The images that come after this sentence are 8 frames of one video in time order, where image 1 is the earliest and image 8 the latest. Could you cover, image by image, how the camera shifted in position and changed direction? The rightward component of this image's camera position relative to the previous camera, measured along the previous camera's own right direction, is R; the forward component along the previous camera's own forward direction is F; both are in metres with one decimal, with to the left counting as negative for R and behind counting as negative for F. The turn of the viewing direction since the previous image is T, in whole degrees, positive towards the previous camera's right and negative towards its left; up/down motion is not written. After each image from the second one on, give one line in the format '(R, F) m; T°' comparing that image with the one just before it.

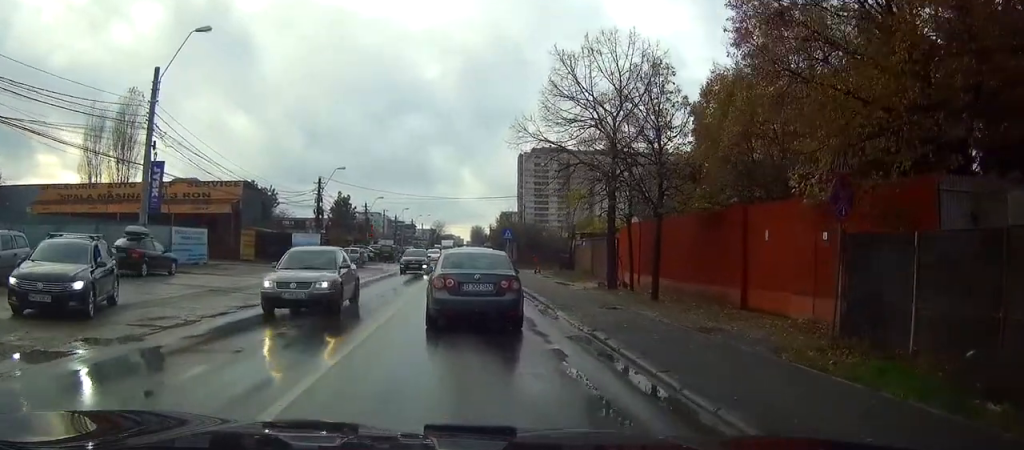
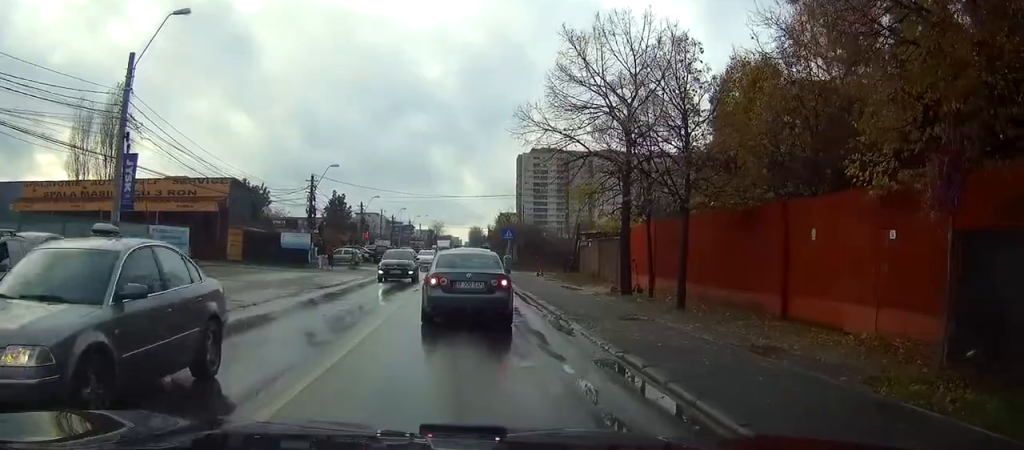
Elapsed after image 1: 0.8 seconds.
(0.0, +2.7) m; 0°
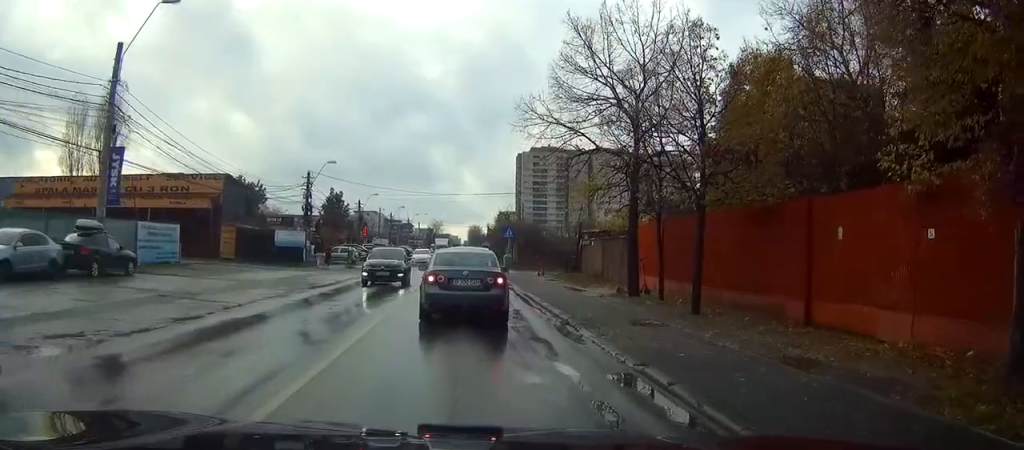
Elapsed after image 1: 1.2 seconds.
(0.0, +1.3) m; 0°
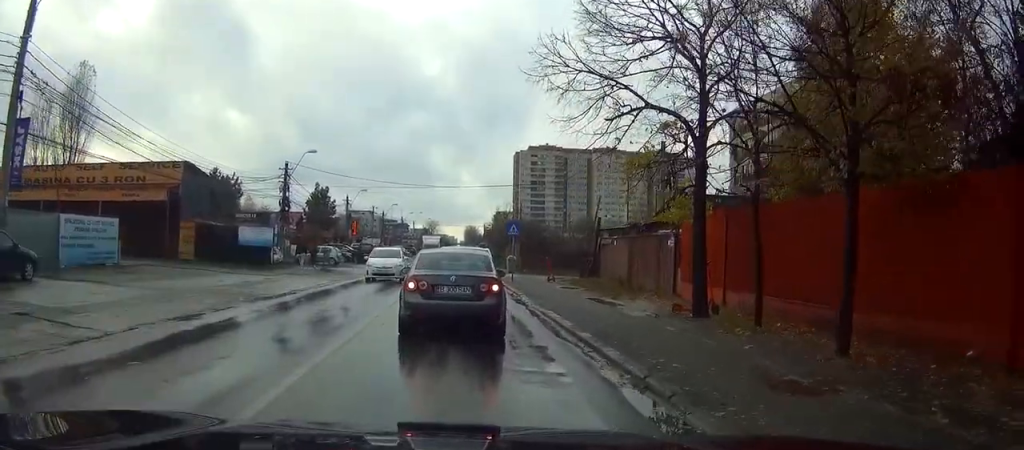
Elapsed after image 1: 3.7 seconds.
(-0.2, +7.0) m; +1°
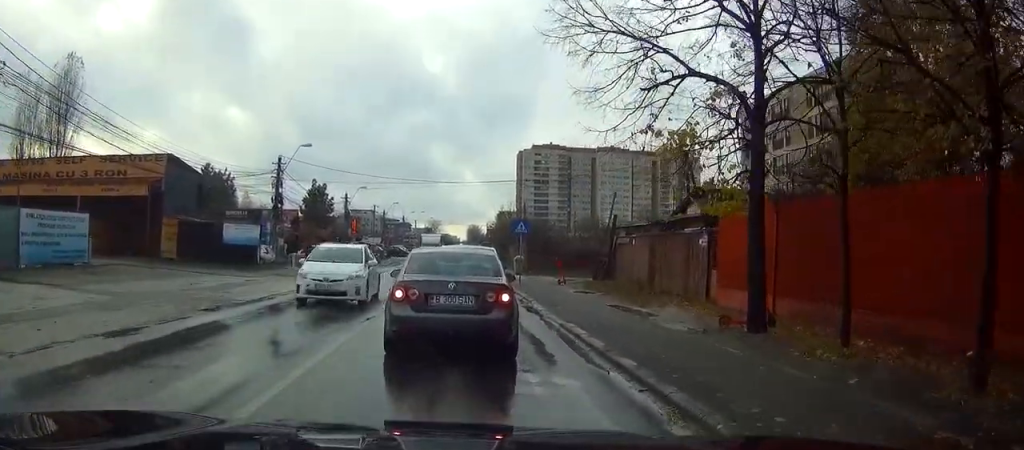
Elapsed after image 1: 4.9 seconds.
(+0.2, +3.0) m; +5°
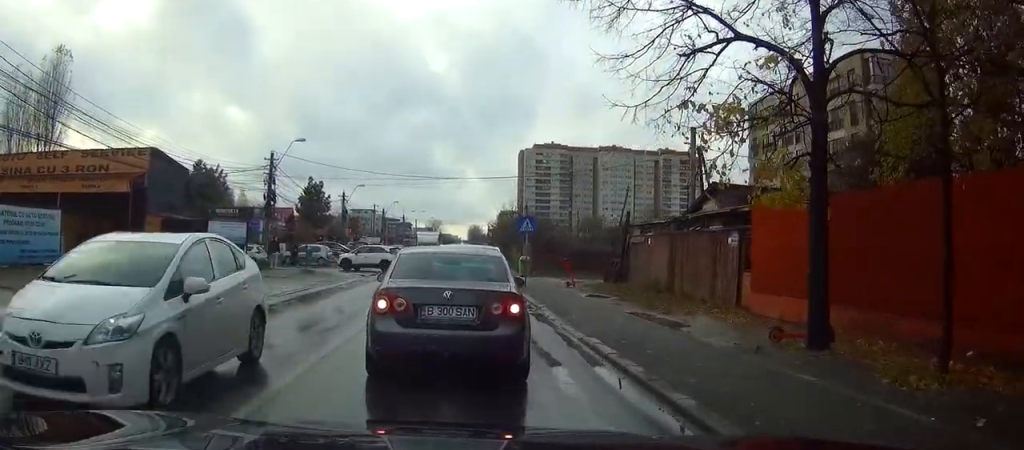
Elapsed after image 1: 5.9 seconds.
(0.0, +2.5) m; -4°
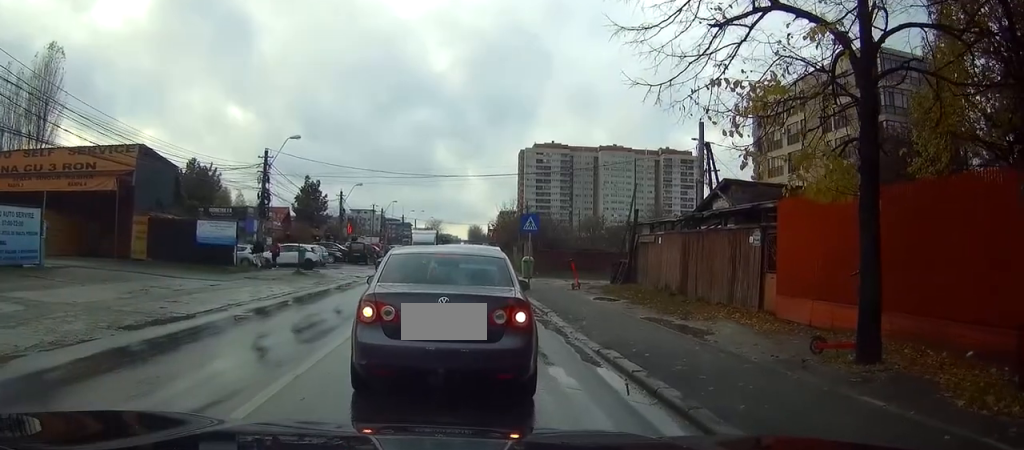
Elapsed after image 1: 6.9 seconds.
(-0.1, +1.7) m; -2°
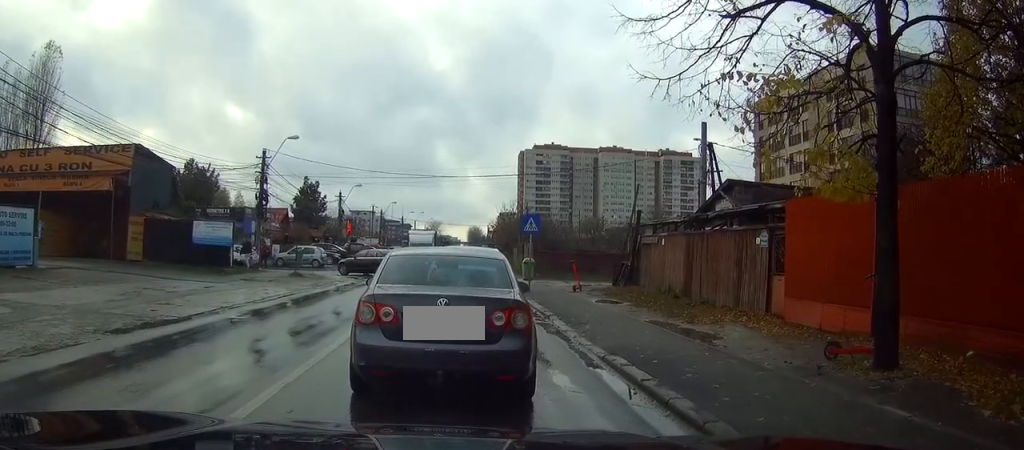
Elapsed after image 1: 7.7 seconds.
(-0.1, +0.8) m; 0°
